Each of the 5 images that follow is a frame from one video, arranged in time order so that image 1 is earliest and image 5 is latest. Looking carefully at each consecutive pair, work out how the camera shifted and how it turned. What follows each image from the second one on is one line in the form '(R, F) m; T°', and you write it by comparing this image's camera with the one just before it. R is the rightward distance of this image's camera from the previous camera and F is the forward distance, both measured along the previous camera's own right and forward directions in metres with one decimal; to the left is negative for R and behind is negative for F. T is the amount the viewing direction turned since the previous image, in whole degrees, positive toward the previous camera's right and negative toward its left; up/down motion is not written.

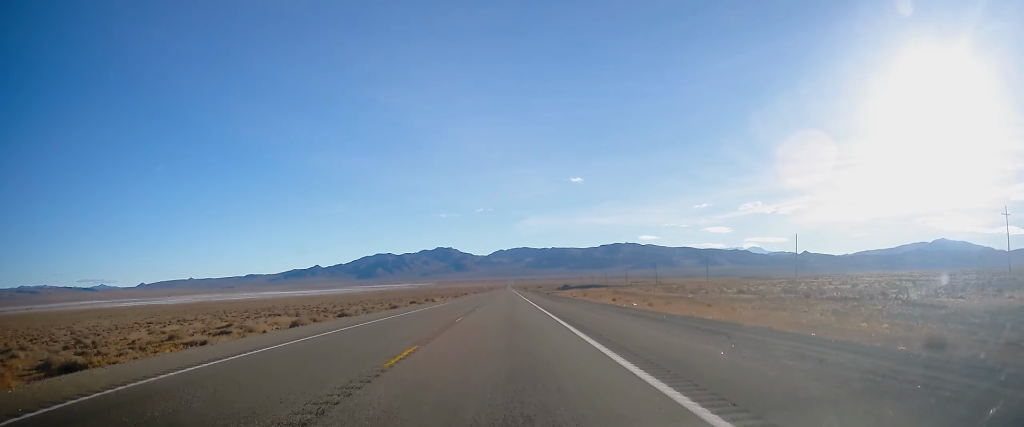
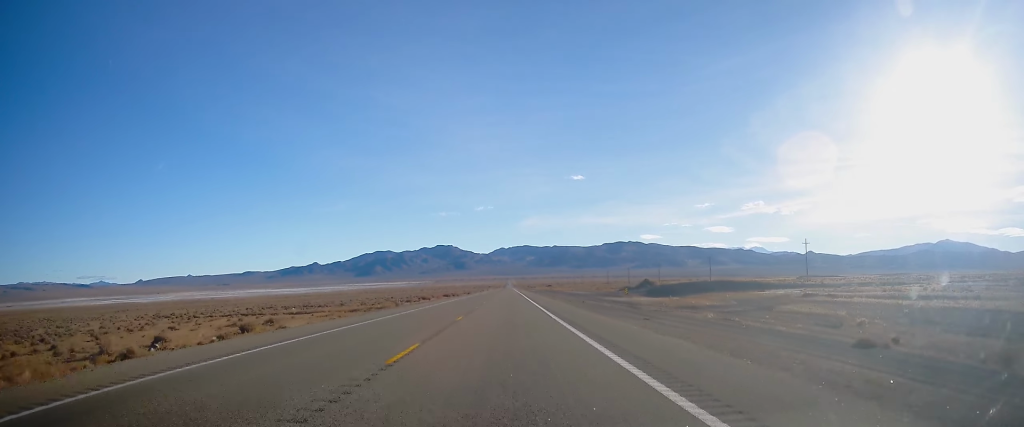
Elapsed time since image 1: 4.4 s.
(+0.9, +157.6) m; 0°
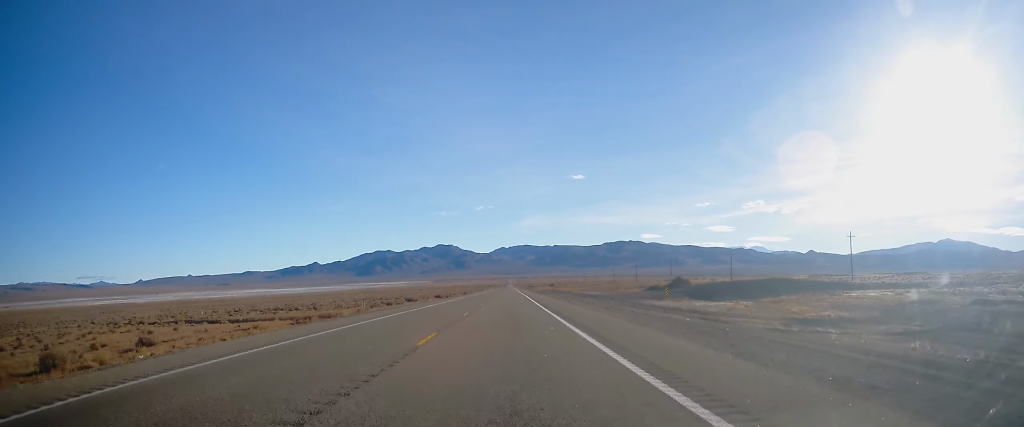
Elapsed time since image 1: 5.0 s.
(0.0, +21.5) m; 0°
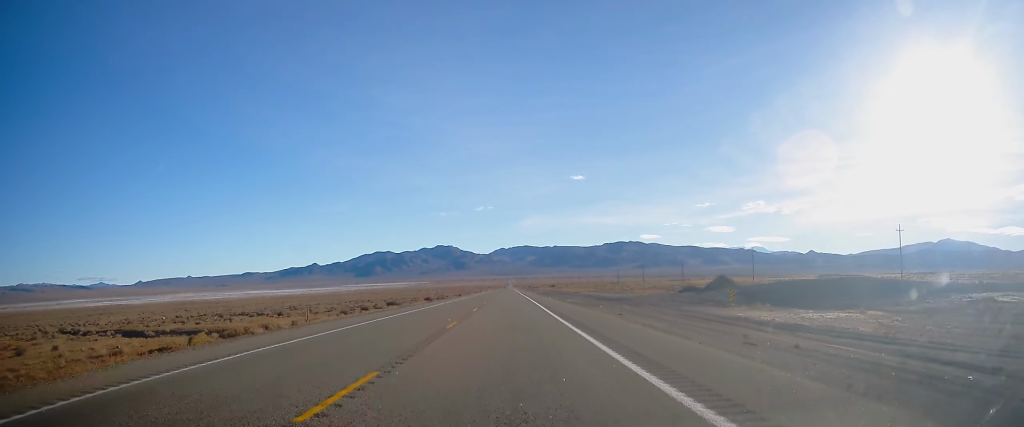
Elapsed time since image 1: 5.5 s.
(-0.1, +19.1) m; 0°
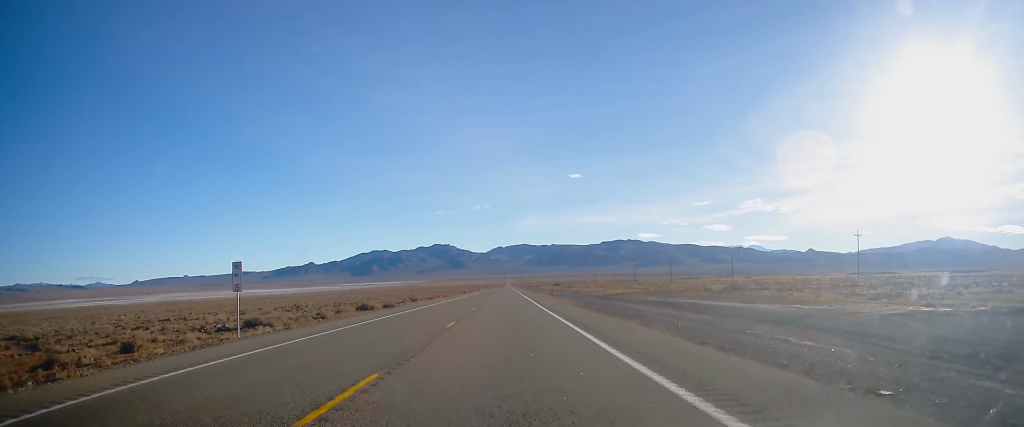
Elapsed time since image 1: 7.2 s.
(+0.7, +60.9) m; 0°
